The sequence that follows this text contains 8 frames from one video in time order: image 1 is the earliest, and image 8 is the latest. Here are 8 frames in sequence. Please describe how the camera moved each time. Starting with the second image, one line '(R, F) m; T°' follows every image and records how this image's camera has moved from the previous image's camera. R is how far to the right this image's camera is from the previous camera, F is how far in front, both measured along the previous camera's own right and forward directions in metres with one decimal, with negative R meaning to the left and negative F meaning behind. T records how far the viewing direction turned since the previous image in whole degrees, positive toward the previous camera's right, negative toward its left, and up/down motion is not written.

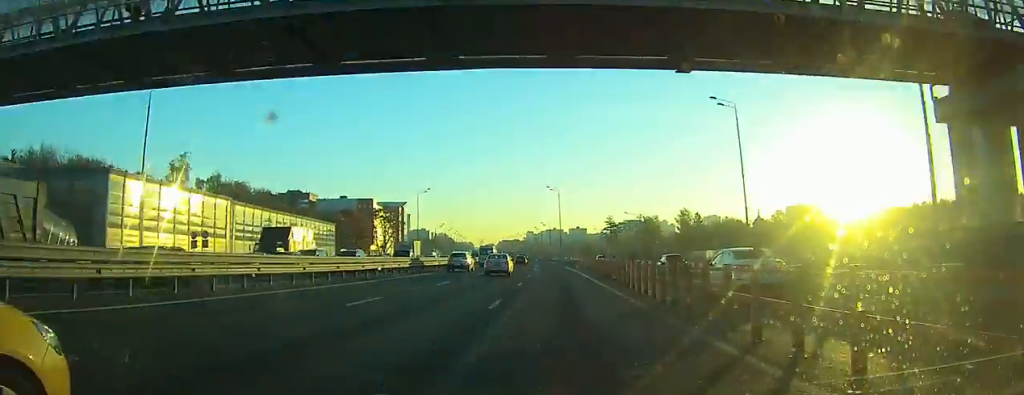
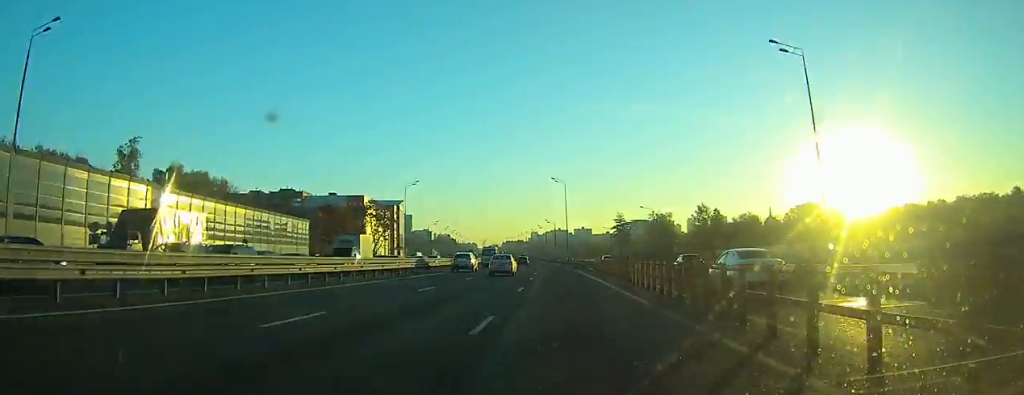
(0.0, +17.3) m; 0°
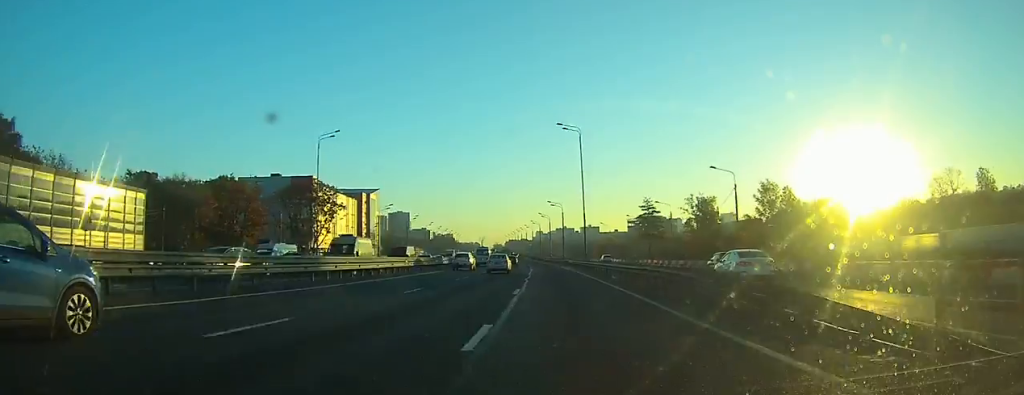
(-0.4, +51.7) m; -1°
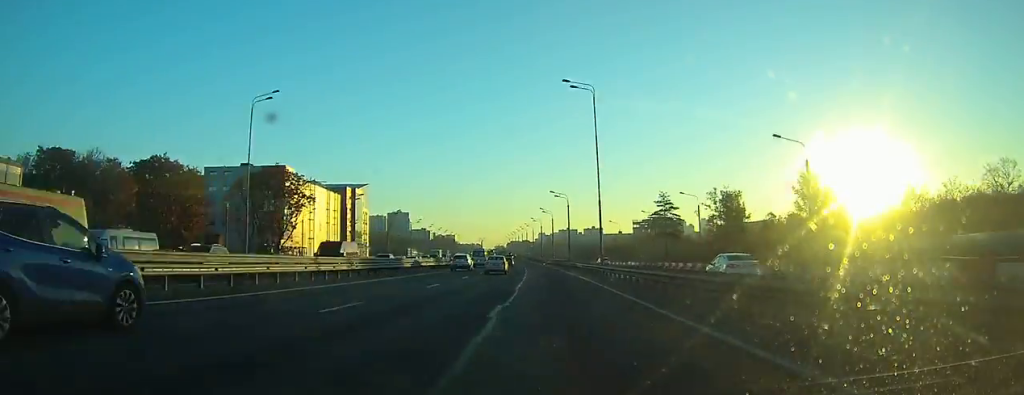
(-0.1, +19.3) m; 0°
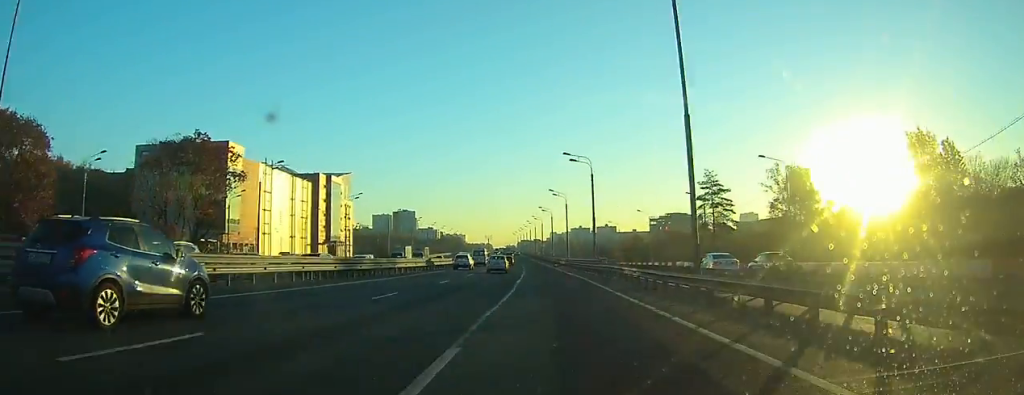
(-0.2, +31.5) m; -1°
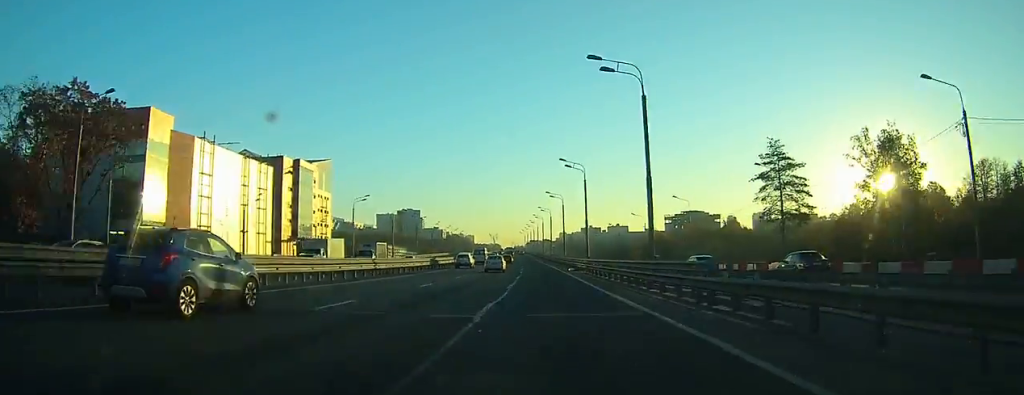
(-0.1, +26.8) m; -1°
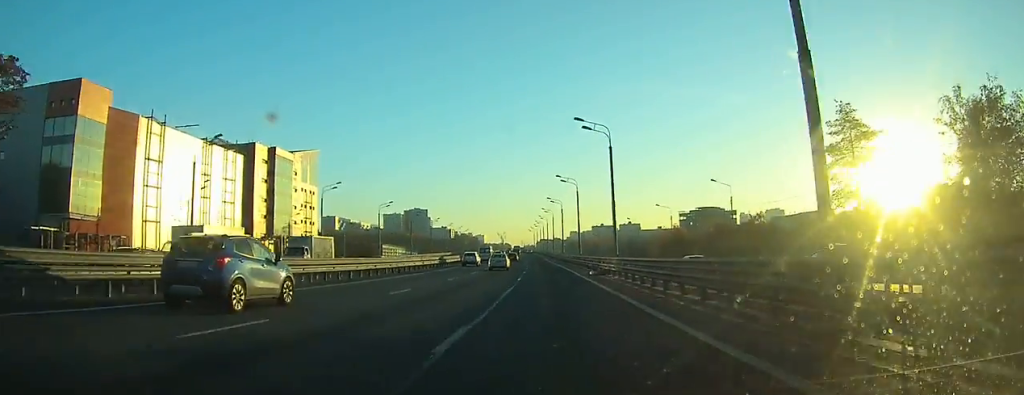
(-0.2, +17.0) m; -1°
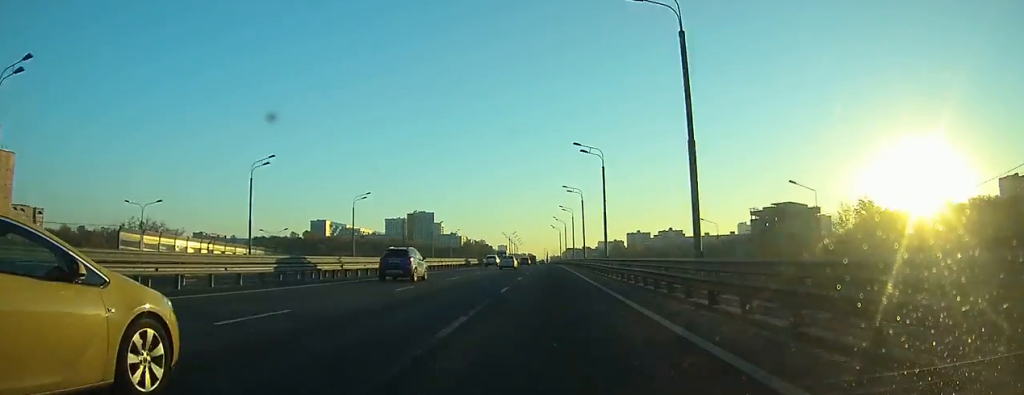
(-3.0, +121.6) m; -2°
